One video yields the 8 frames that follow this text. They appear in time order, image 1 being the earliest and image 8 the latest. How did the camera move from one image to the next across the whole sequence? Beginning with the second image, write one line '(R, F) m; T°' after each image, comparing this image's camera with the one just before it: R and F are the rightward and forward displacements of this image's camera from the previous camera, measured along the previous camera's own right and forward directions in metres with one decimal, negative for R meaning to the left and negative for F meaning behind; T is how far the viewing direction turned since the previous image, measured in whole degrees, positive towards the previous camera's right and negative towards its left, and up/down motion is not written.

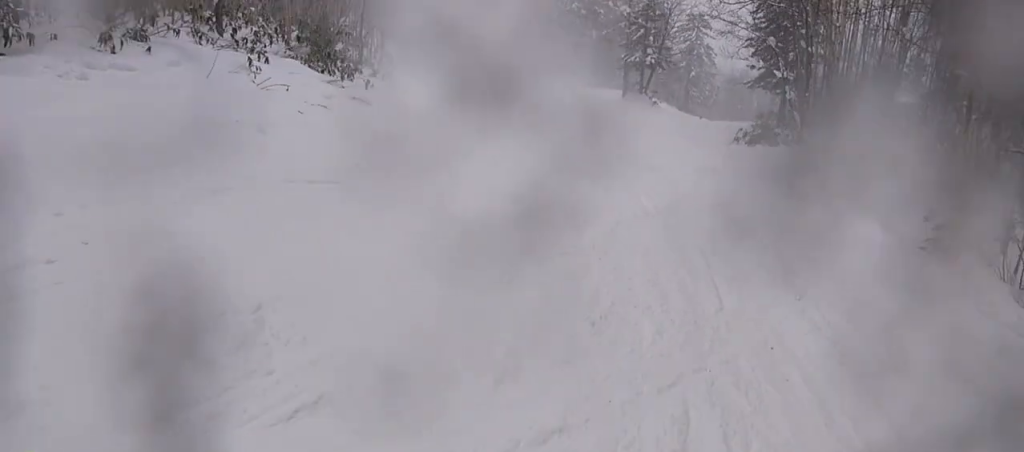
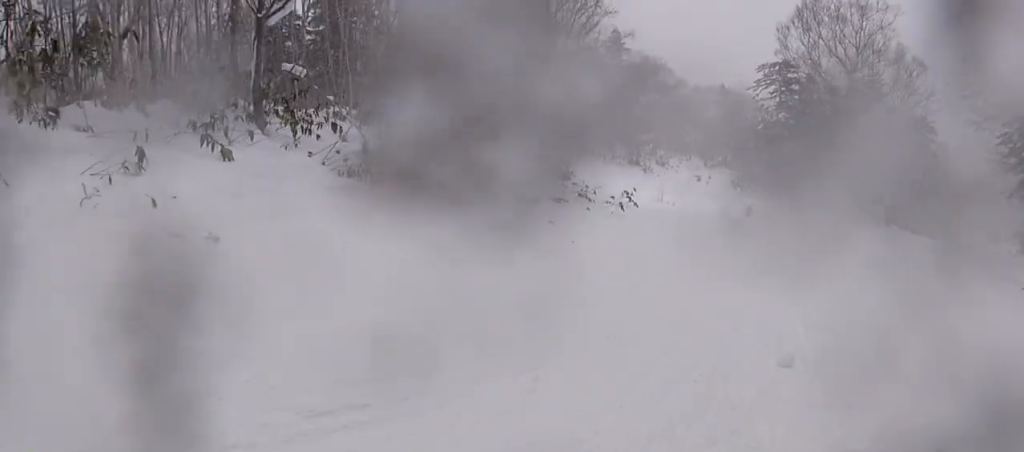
(-1.4, +7.2) m; -11°
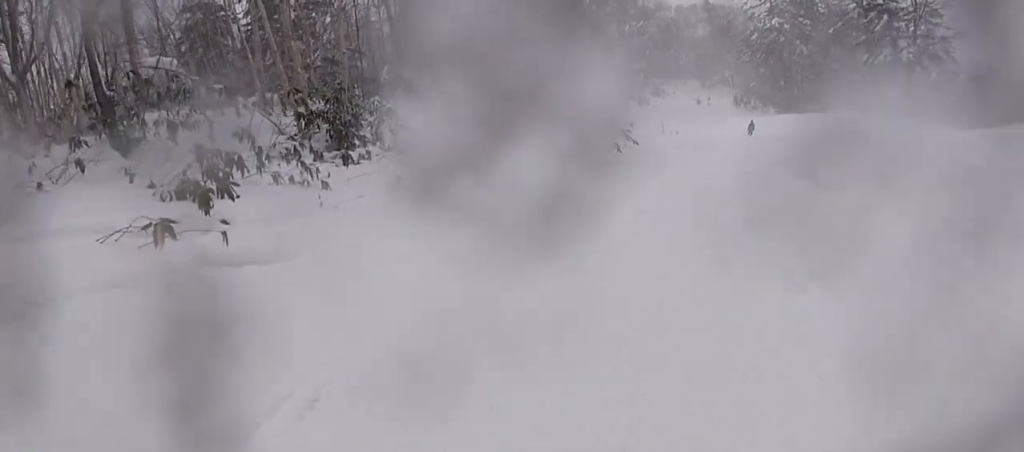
(0.0, +3.6) m; 0°
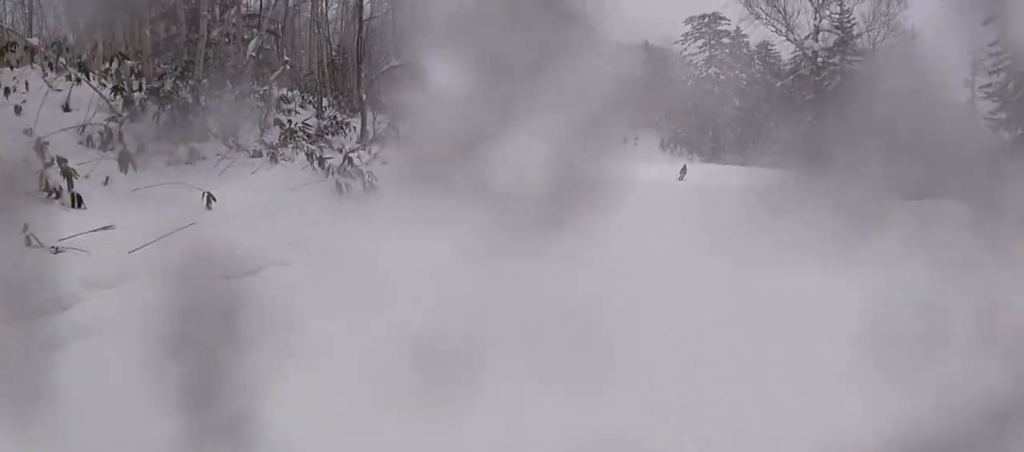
(0.0, +3.2) m; 0°
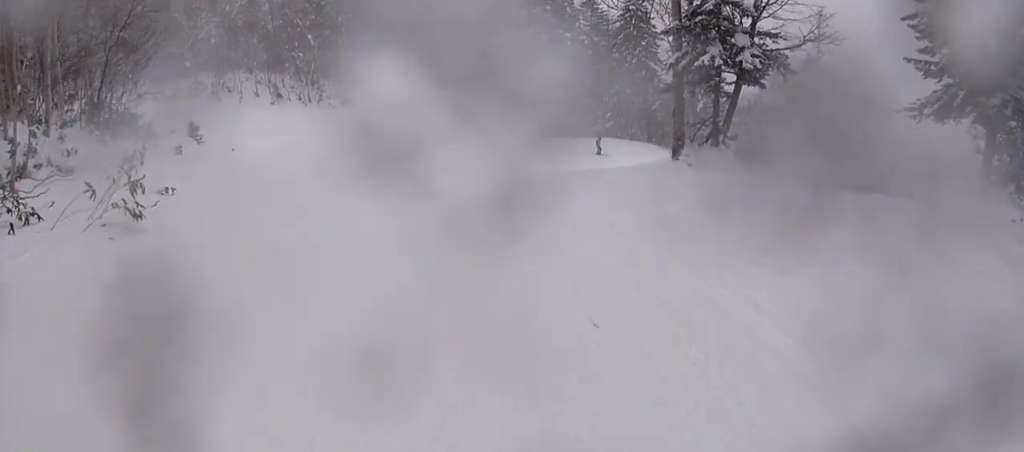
(0.0, +12.2) m; 0°
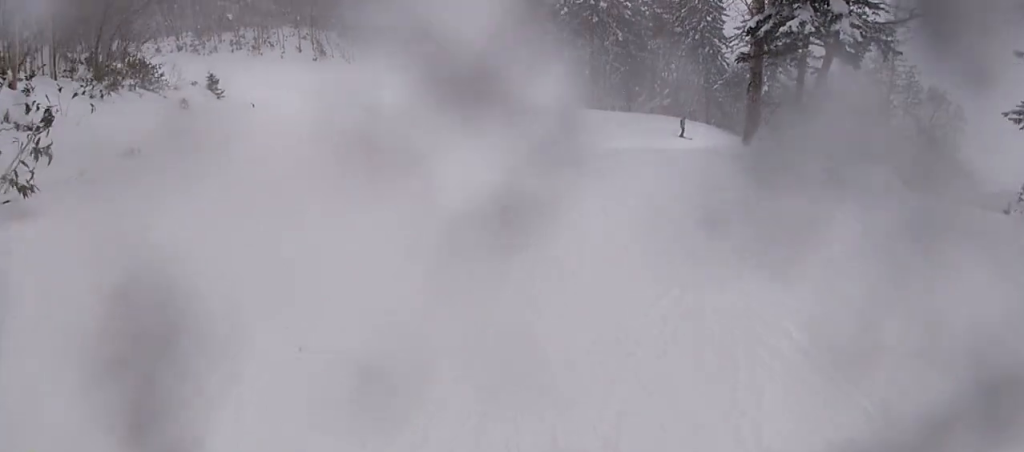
(0.0, +2.7) m; 0°
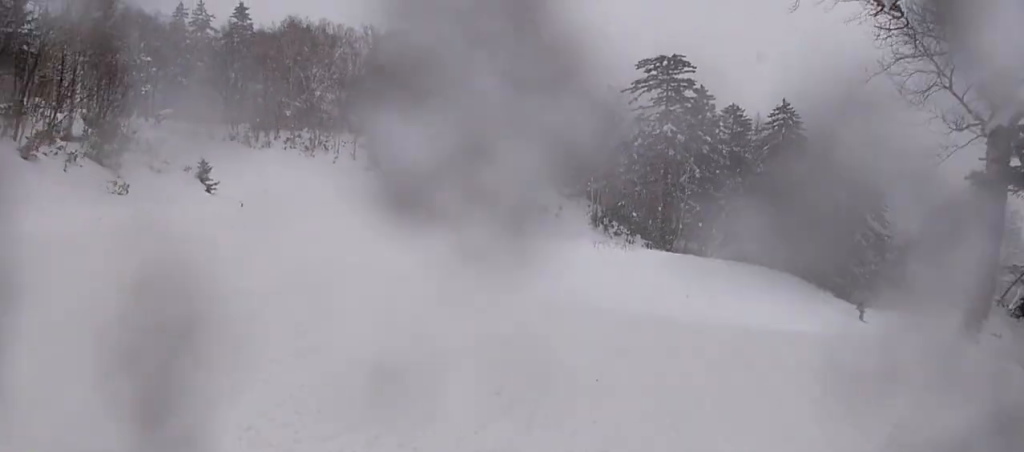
(0.0, +7.0) m; +2°
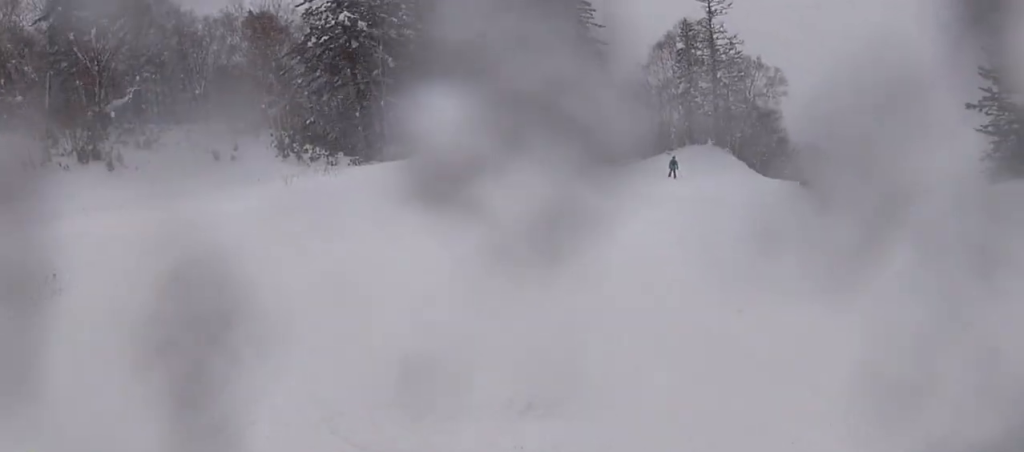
(+1.5, +9.0) m; +12°
